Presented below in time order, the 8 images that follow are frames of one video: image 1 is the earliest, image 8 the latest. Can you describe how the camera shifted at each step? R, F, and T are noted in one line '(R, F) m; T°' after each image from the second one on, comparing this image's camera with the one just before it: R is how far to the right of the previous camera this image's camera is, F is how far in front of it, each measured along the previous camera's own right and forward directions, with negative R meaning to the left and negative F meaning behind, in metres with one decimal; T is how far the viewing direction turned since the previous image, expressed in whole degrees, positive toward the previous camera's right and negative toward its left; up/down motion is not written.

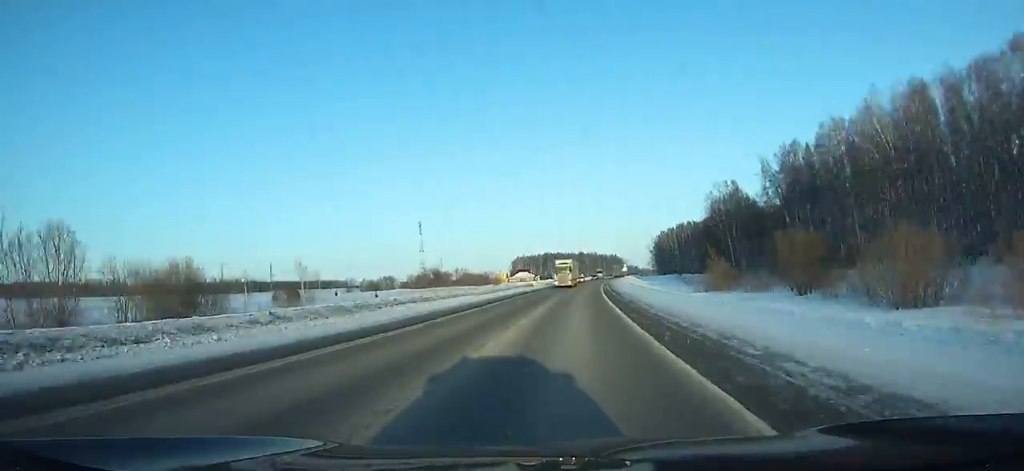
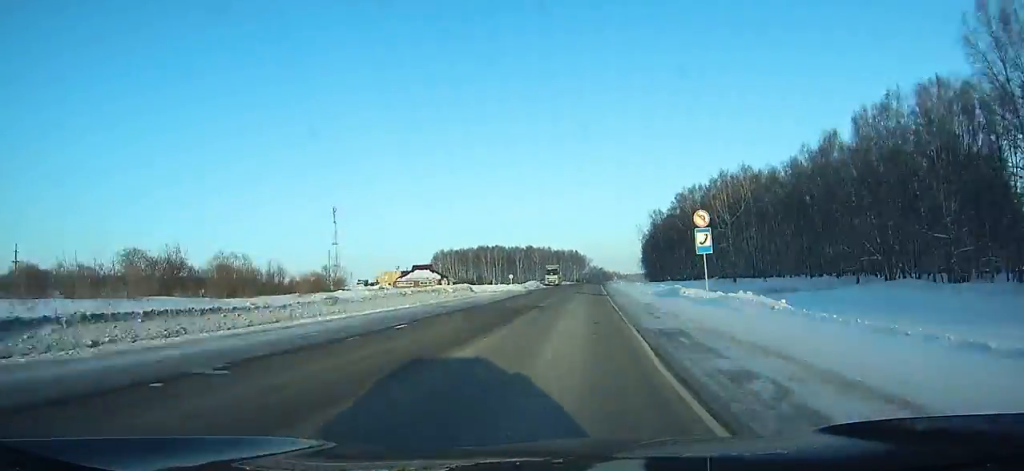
(+6.0, +137.4) m; +4°
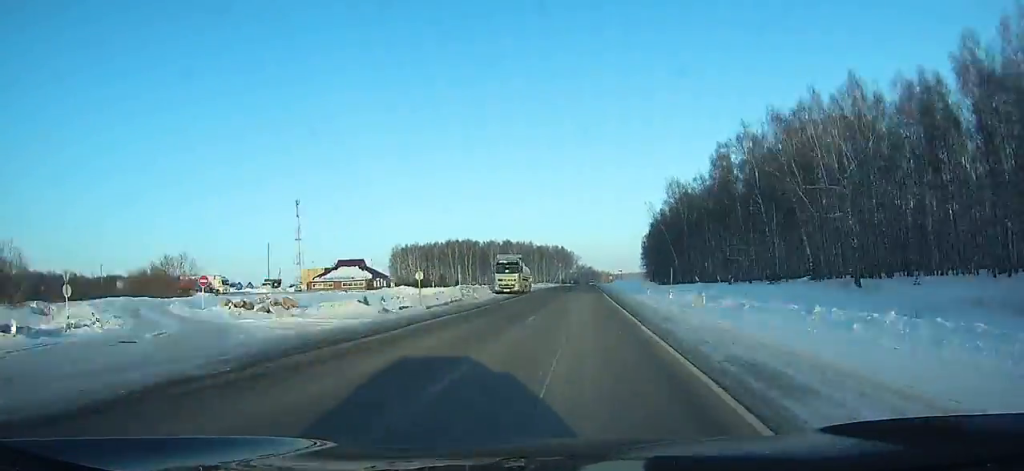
(+0.5, +51.3) m; +1°
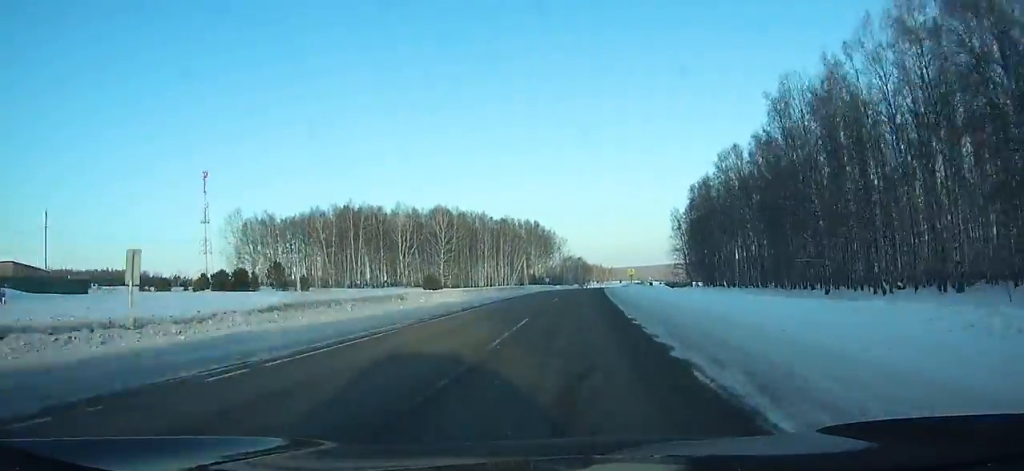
(+1.8, +121.7) m; +1°
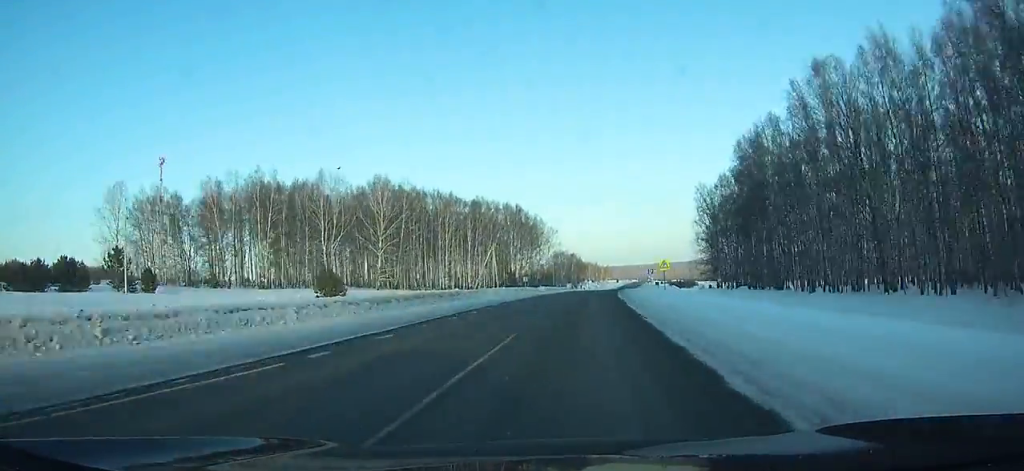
(-0.1, +40.9) m; +1°
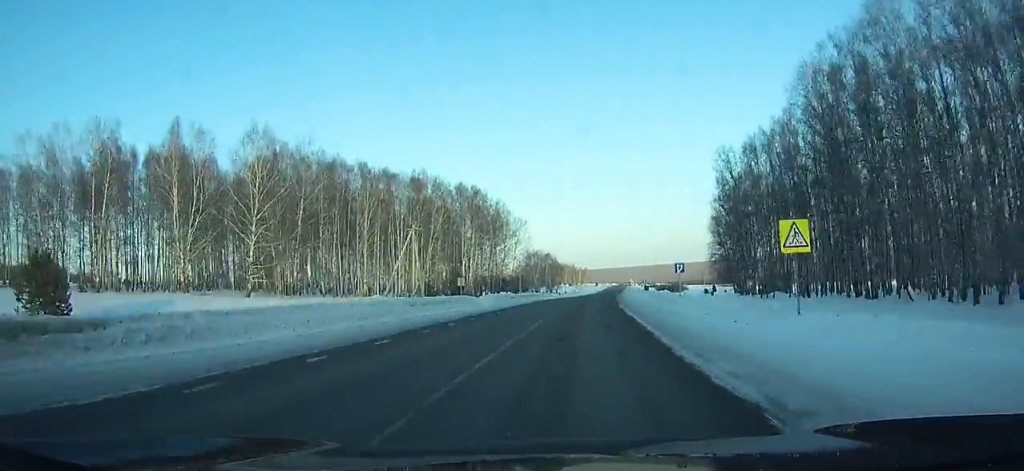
(-0.5, +35.9) m; +1°
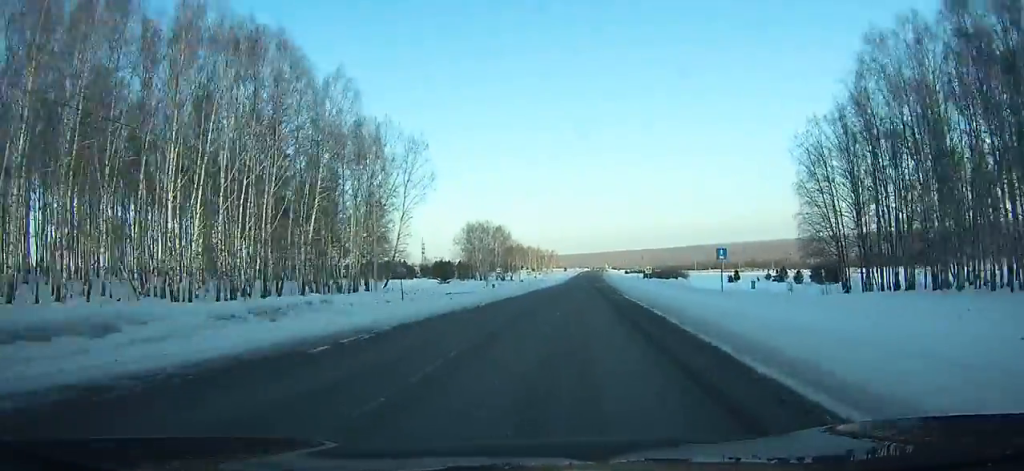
(+2.0, +76.0) m; +2°
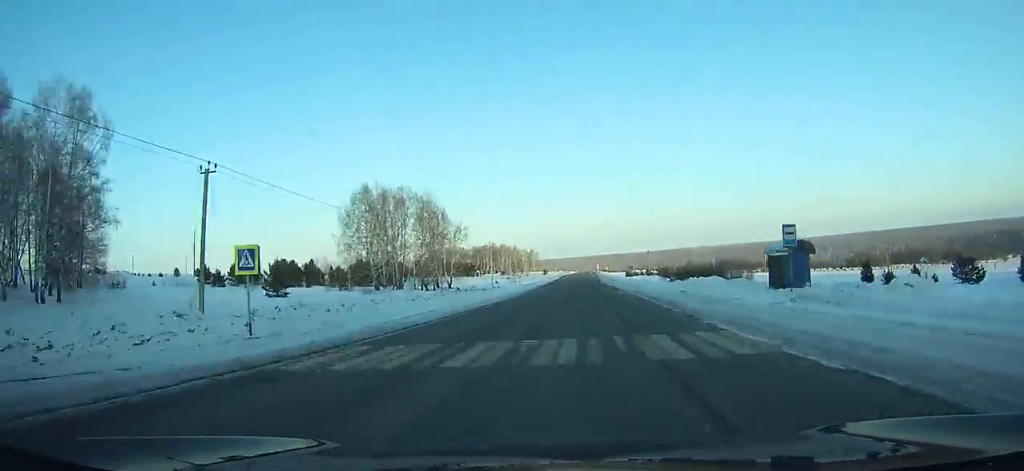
(+1.4, +81.4) m; +2°
